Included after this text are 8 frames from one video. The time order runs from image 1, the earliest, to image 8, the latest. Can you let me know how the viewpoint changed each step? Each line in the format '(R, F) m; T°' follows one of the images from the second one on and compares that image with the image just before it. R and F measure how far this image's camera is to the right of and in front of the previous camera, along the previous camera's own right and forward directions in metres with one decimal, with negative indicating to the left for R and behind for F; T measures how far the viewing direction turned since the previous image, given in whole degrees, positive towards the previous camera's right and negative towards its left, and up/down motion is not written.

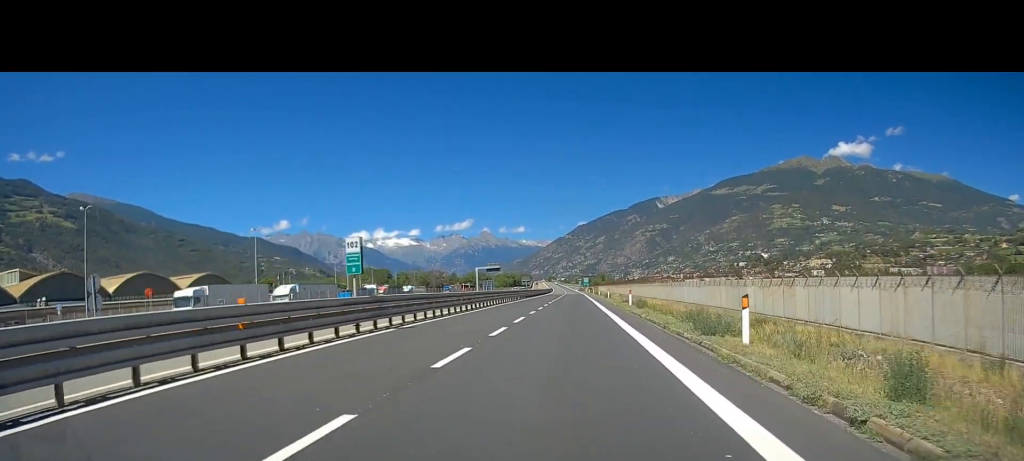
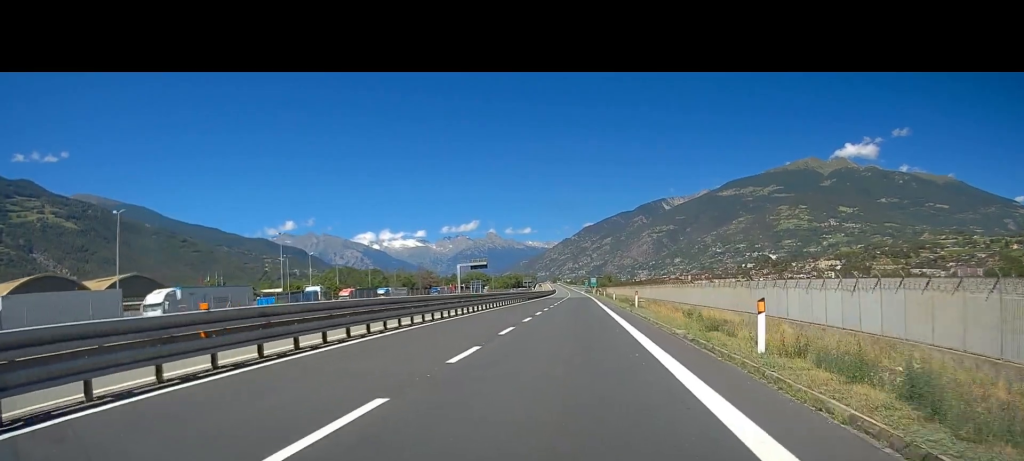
(-0.4, +28.8) m; -1°
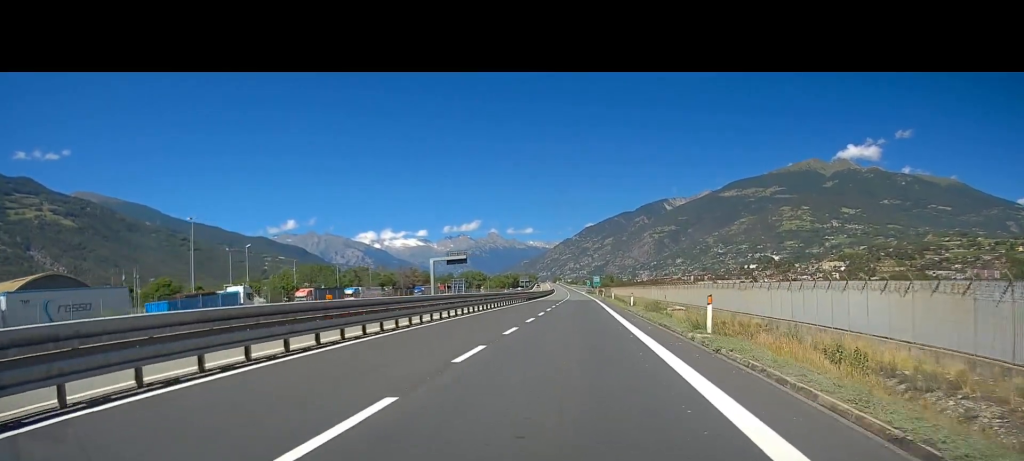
(0.0, +23.5) m; +1°
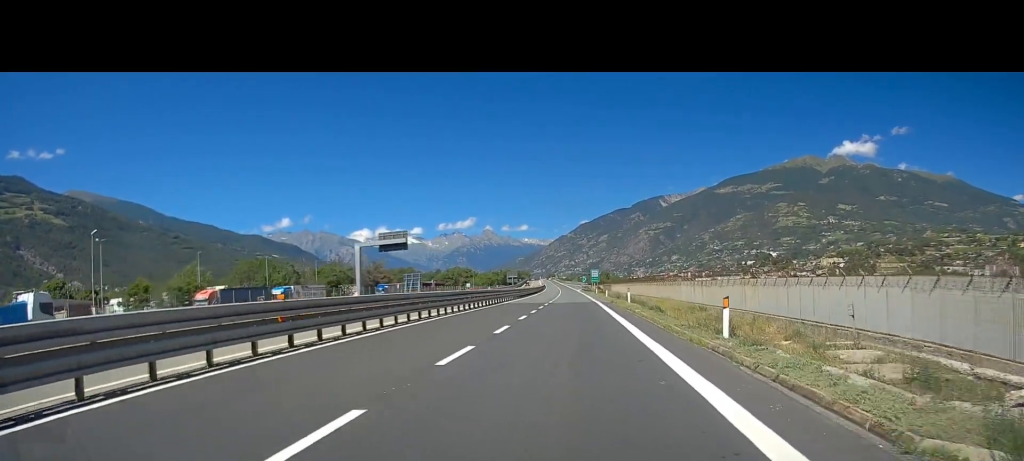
(+0.4, +34.1) m; +1°
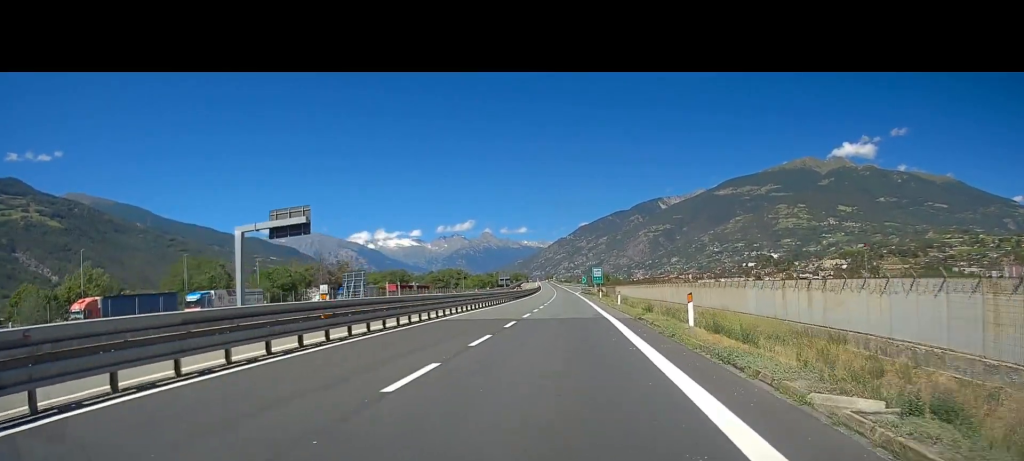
(-0.1, +28.0) m; -1°
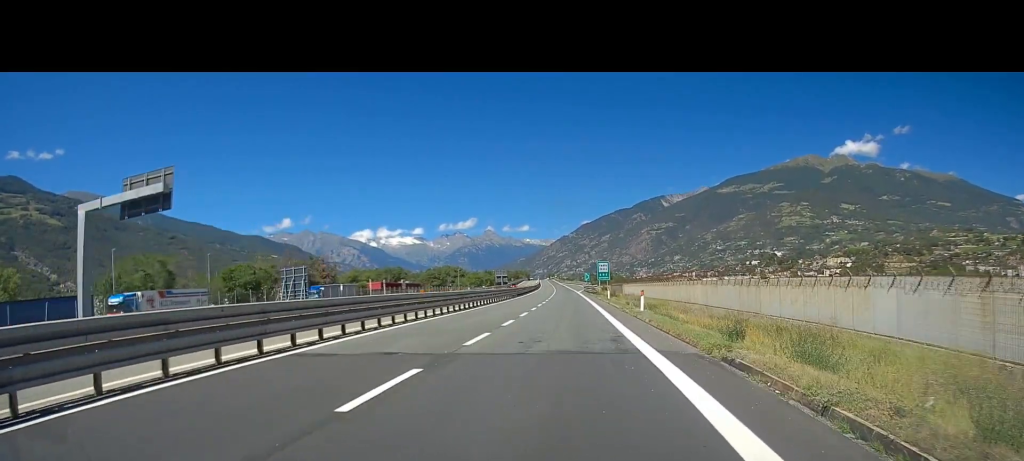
(-0.1, +16.4) m; 0°
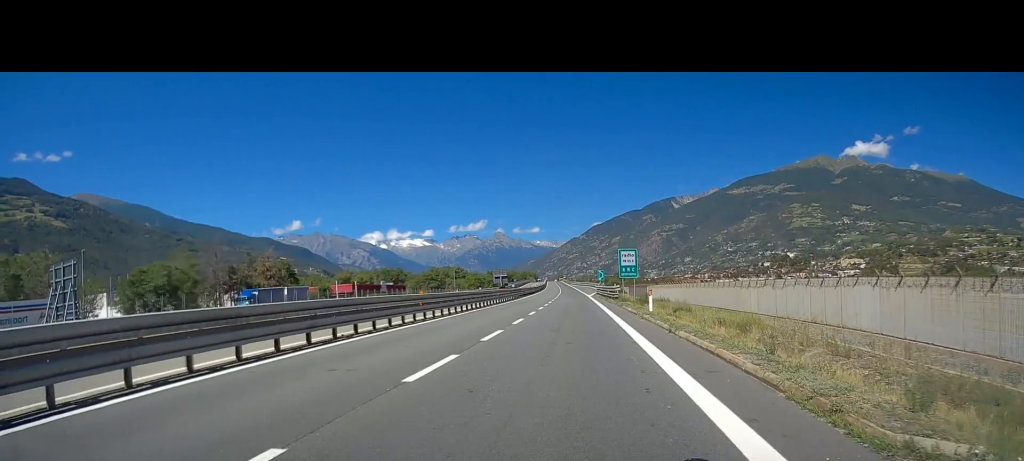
(-0.2, +29.2) m; 0°
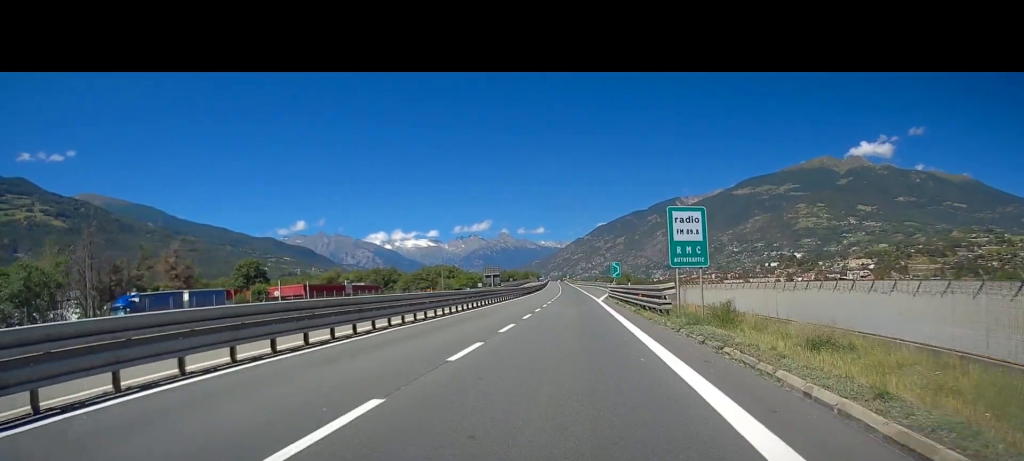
(0.0, +30.7) m; 0°
